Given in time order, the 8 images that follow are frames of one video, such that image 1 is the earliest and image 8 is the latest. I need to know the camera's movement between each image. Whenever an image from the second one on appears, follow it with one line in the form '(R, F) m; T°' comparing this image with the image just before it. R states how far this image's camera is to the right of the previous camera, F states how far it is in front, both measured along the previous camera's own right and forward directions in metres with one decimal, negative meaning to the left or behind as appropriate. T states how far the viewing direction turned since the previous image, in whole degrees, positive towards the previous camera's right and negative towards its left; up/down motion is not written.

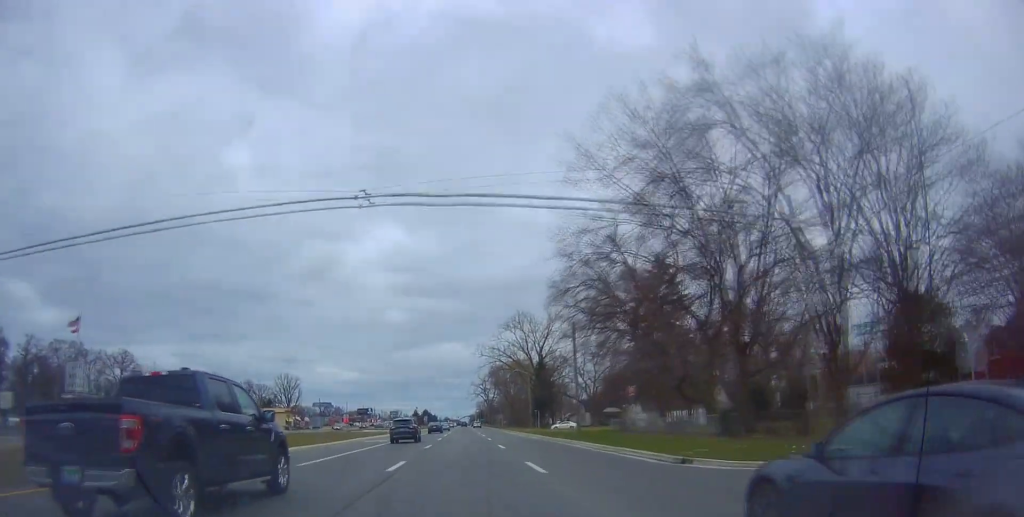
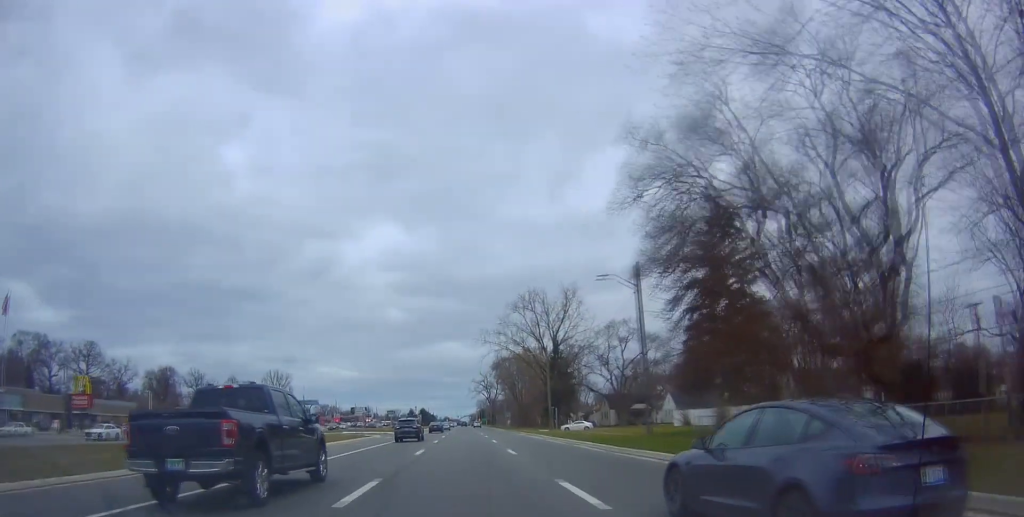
(+0.5, +20.9) m; +1°
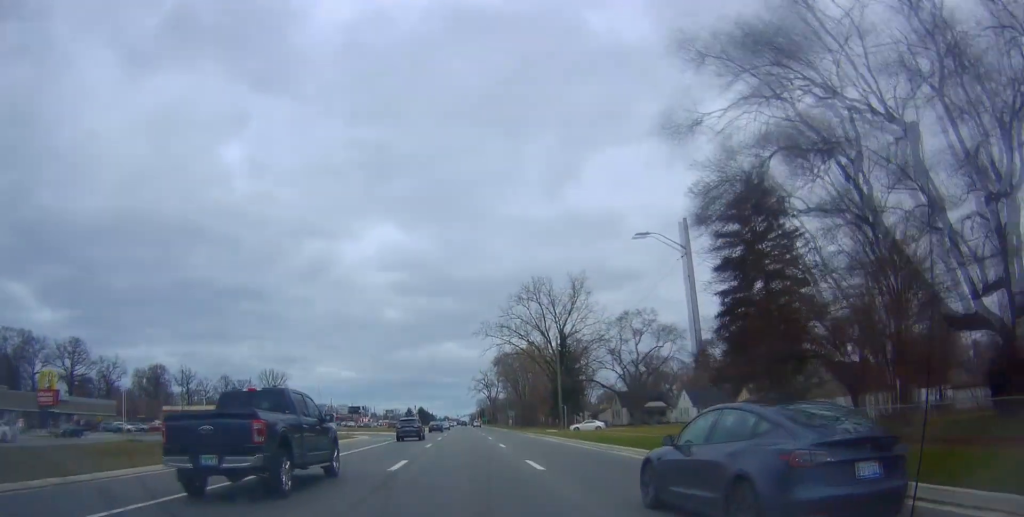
(0.0, +8.2) m; -1°
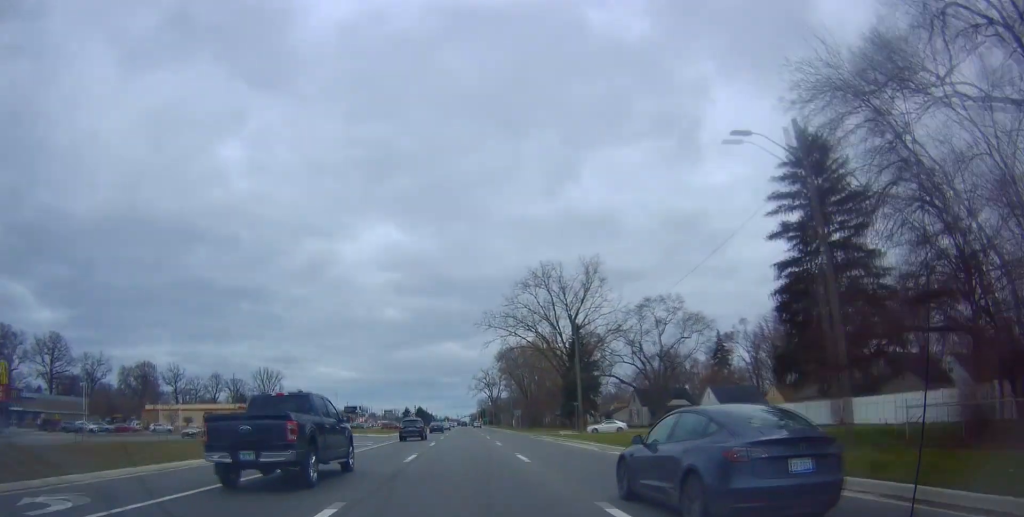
(+0.1, +10.7) m; -1°
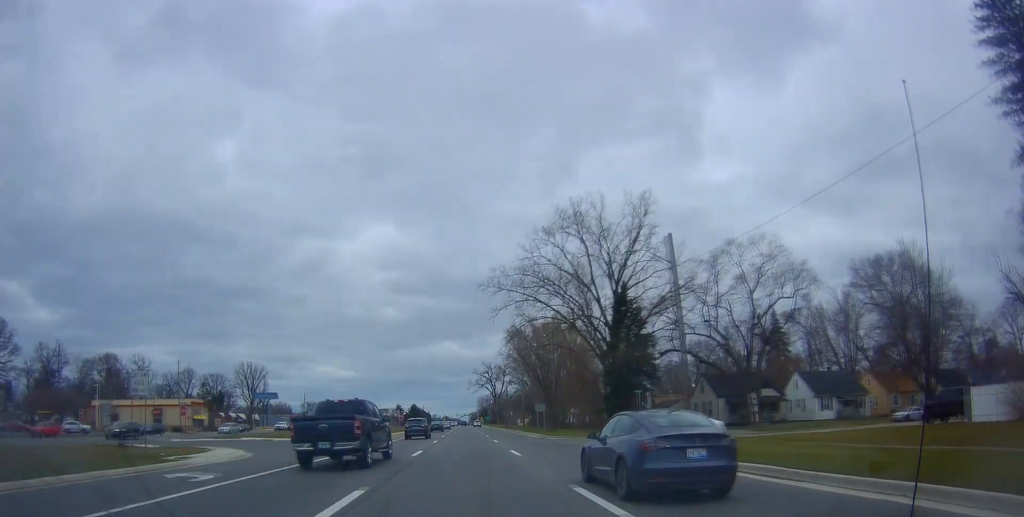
(-0.6, +26.4) m; 0°
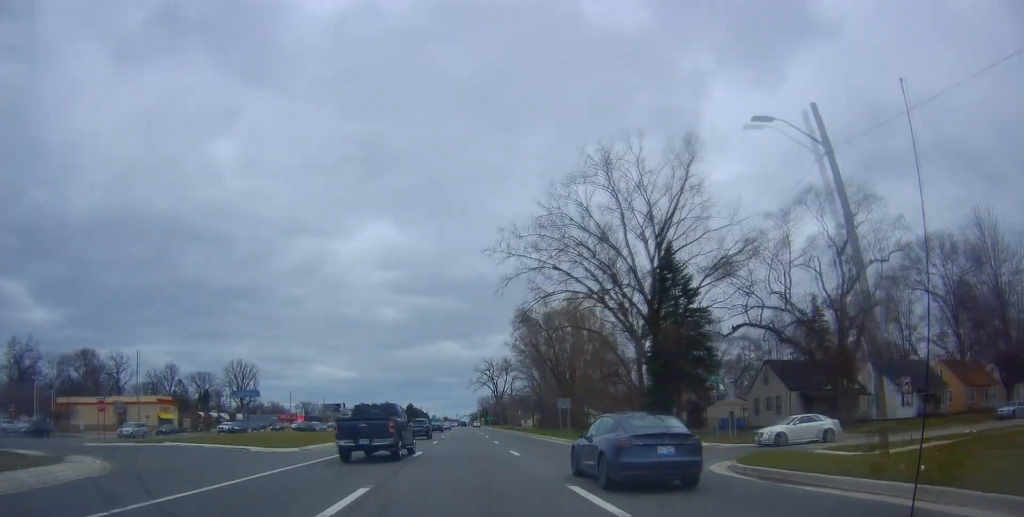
(+0.2, +14.5) m; +1°
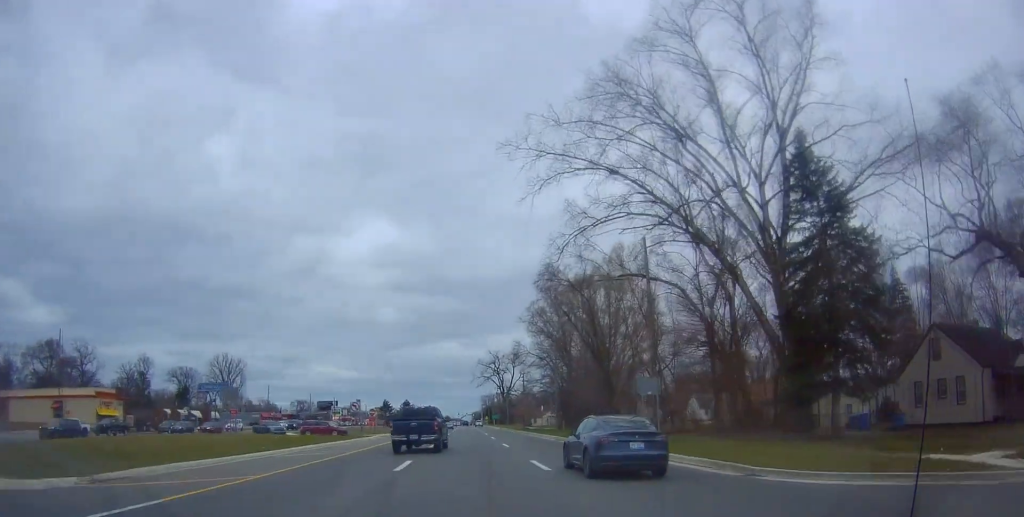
(-0.1, +21.3) m; -2°
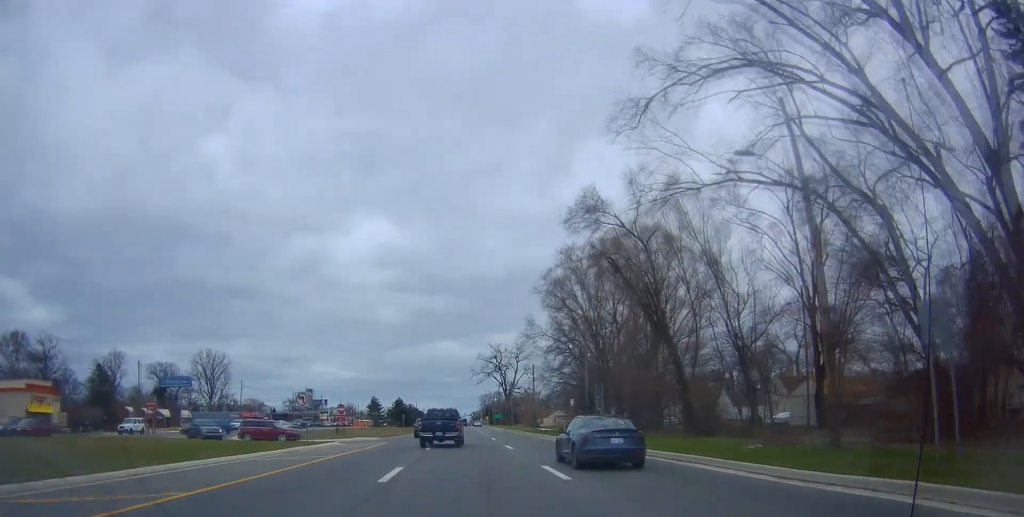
(-0.4, +17.4) m; 0°
